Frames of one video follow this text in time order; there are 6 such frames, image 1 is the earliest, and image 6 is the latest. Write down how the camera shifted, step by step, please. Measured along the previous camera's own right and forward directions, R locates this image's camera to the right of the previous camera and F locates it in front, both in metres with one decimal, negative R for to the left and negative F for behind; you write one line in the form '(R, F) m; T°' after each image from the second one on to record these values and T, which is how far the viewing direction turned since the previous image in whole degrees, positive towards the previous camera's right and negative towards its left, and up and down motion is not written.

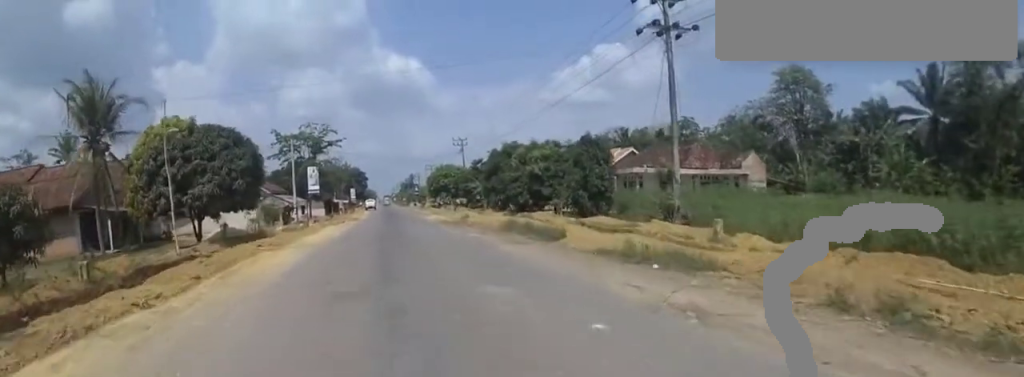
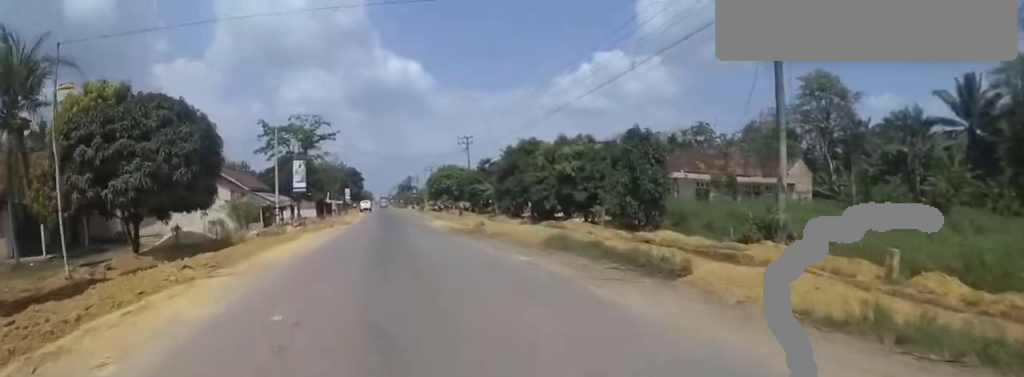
(0.0, +6.0) m; 0°
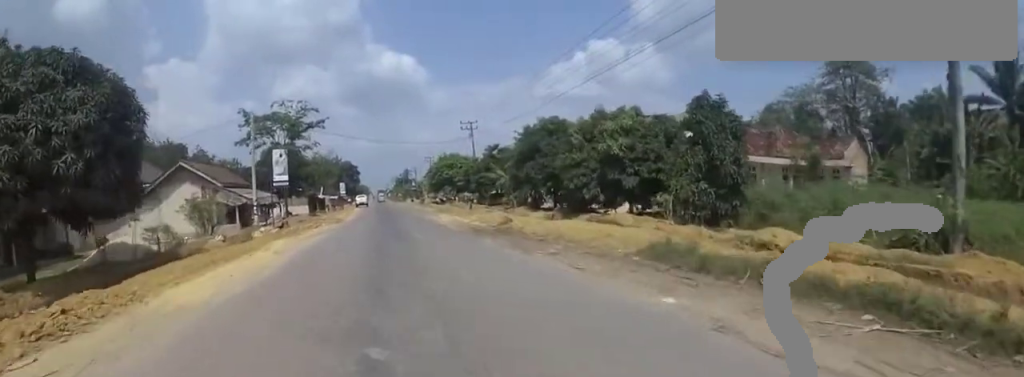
(0.0, +5.4) m; 0°
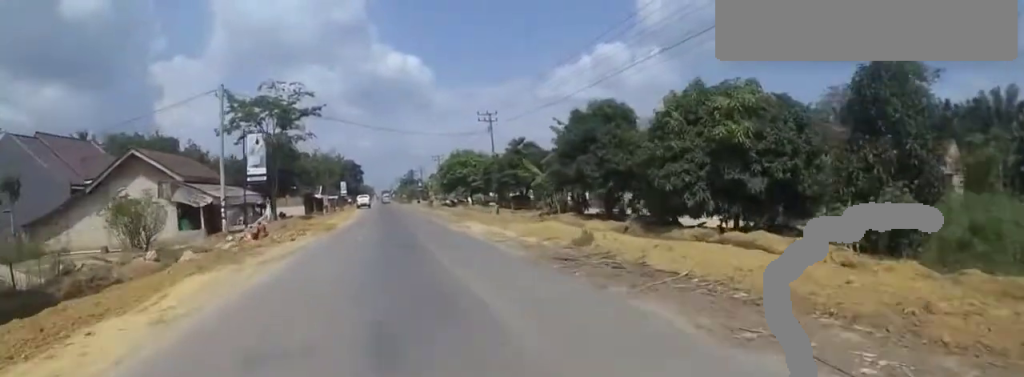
(0.0, +6.8) m; 0°
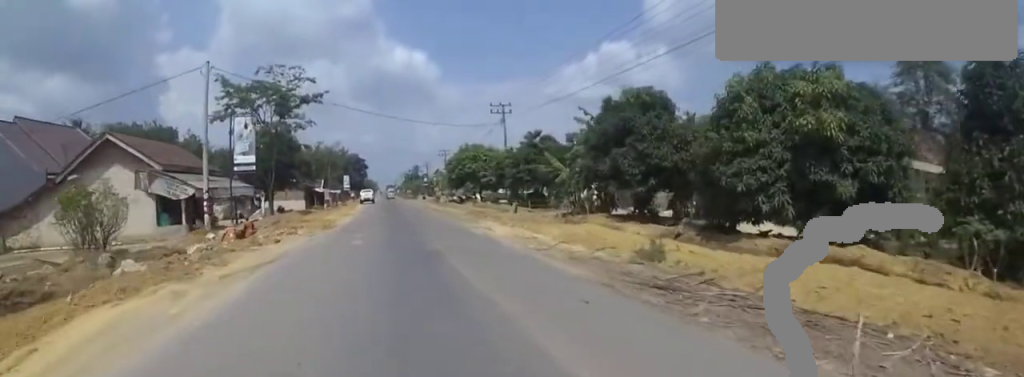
(0.0, +2.9) m; 0°
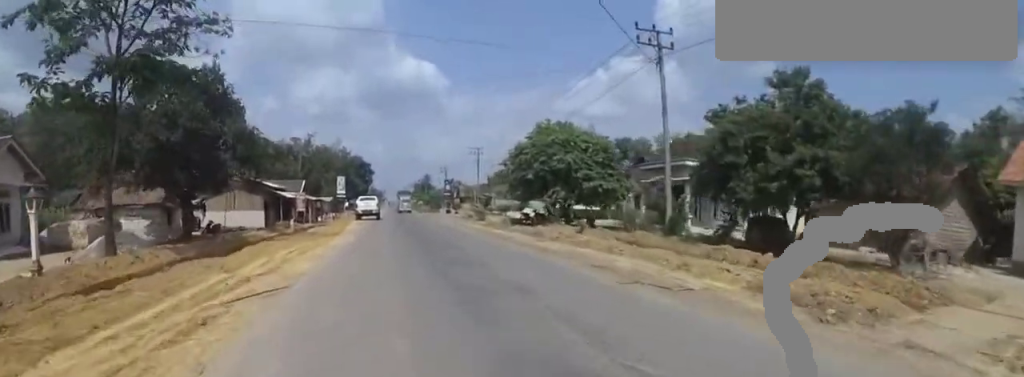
(0.0, +23.8) m; 0°
